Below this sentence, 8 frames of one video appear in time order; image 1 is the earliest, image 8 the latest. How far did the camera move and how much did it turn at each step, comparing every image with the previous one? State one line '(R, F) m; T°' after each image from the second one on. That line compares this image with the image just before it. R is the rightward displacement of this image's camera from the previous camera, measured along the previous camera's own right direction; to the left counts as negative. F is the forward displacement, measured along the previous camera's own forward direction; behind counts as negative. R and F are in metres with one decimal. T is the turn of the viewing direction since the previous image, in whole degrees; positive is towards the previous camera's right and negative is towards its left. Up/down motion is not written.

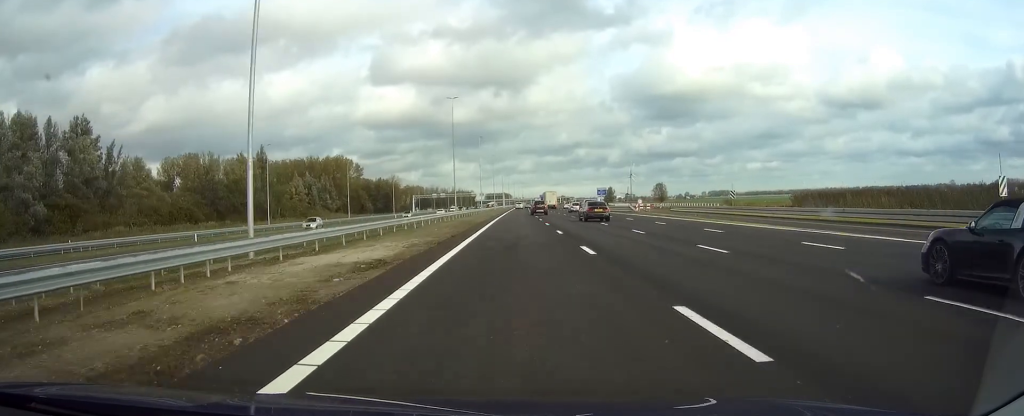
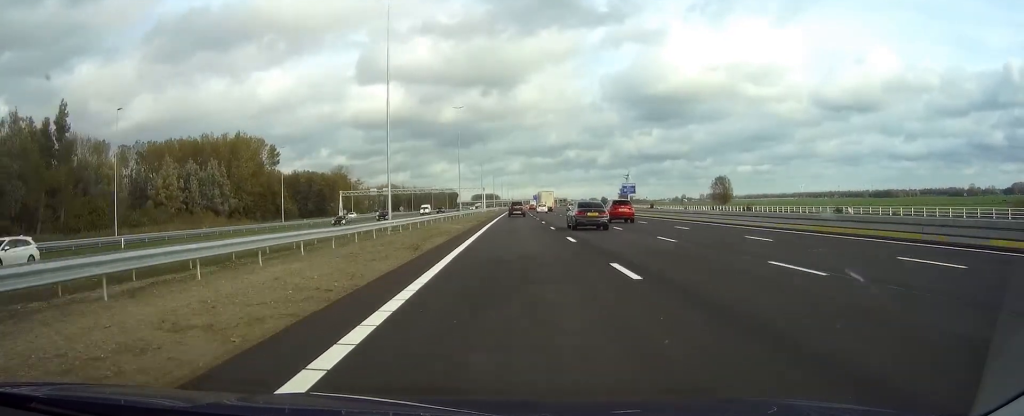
(+0.9, +113.5) m; +1°
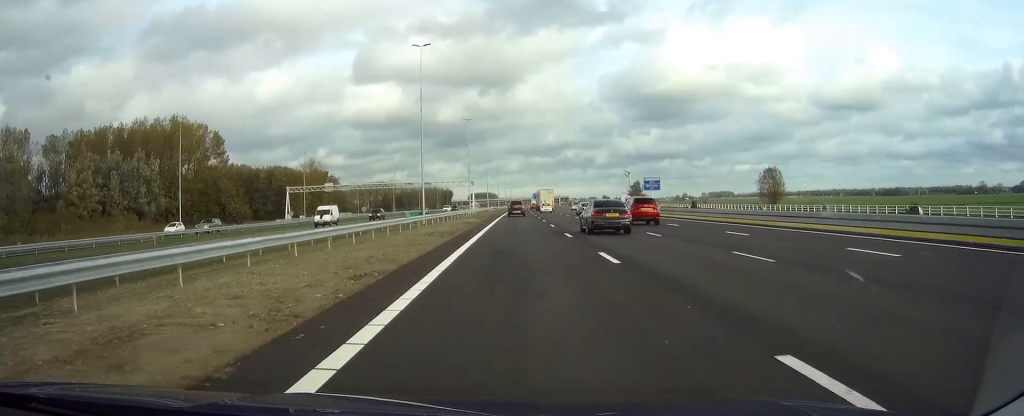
(+0.1, +45.0) m; 0°
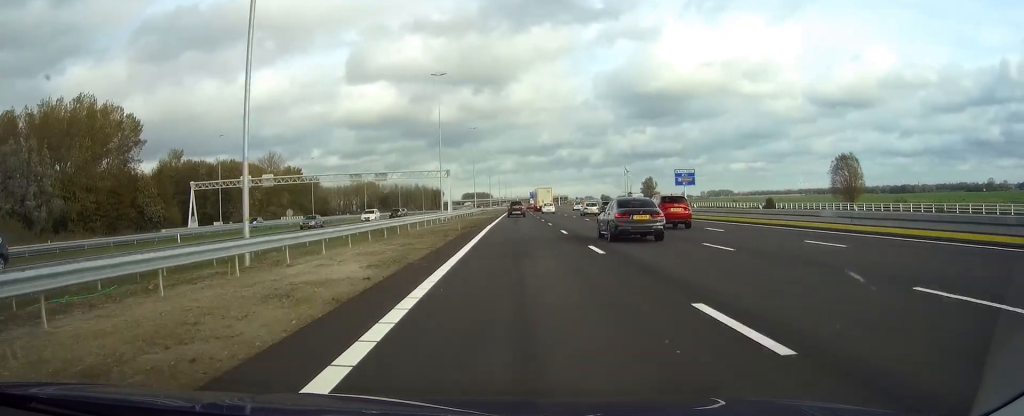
(-0.1, +45.0) m; 0°
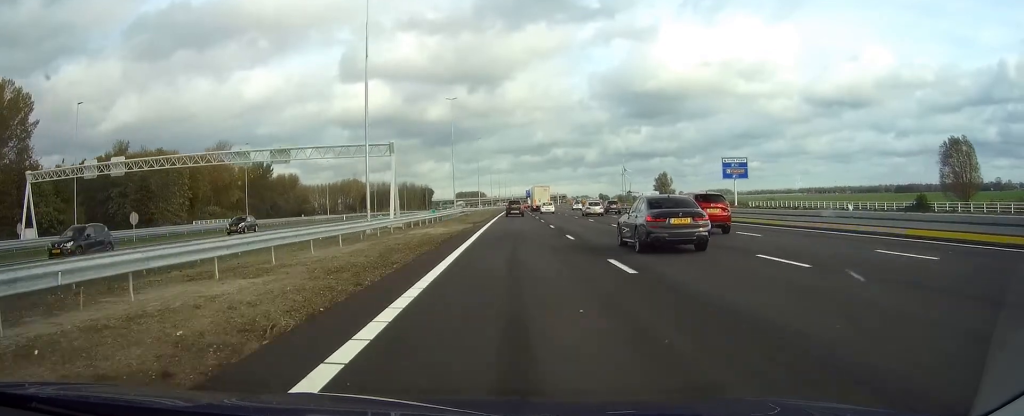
(+0.1, +41.2) m; 0°
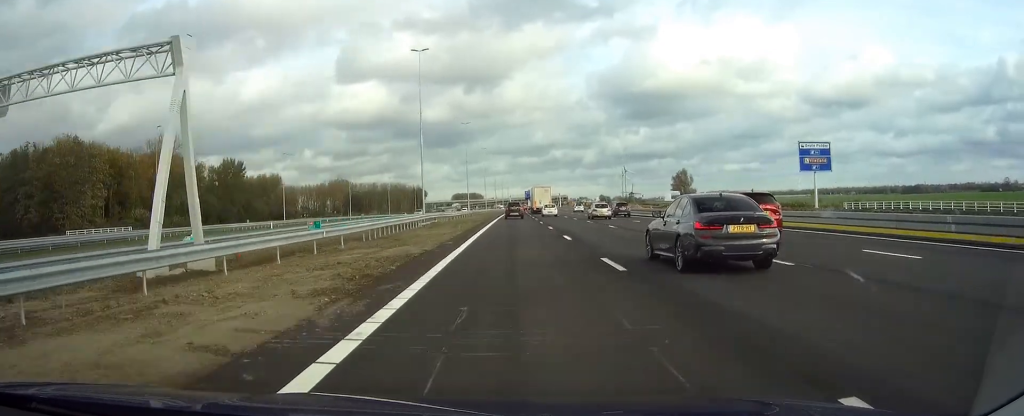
(+0.2, +35.3) m; 0°
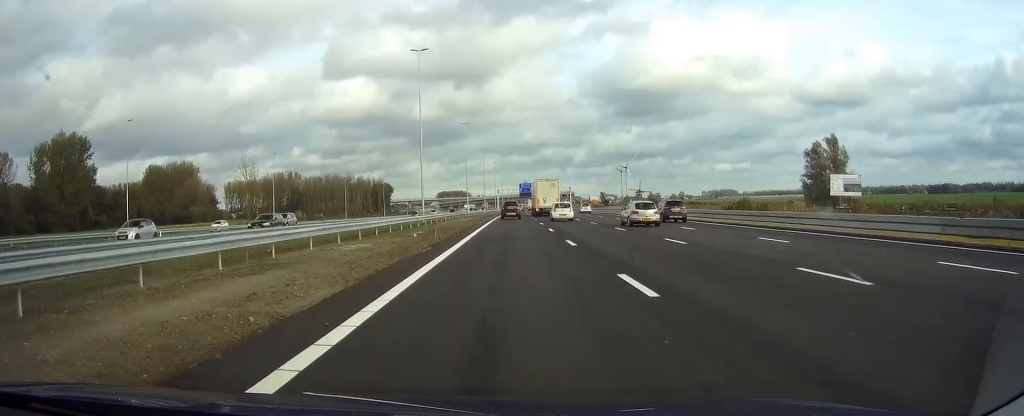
(+0.9, +124.1) m; +1°
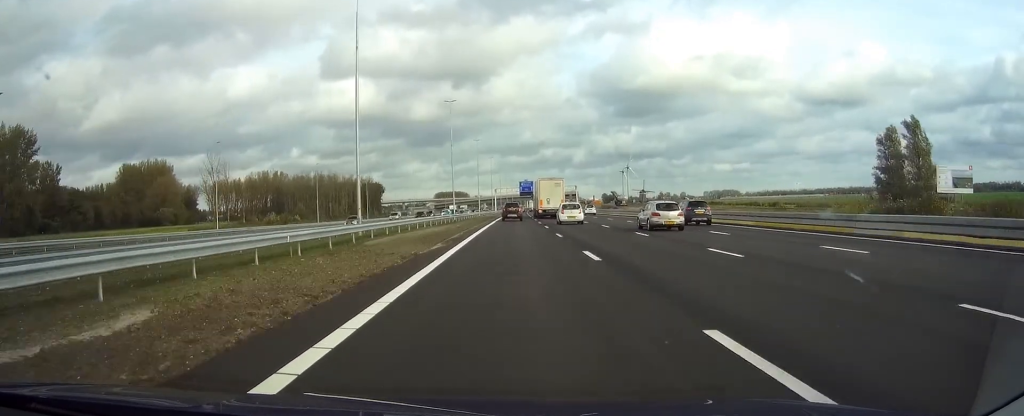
(-0.2, +29.6) m; 0°
